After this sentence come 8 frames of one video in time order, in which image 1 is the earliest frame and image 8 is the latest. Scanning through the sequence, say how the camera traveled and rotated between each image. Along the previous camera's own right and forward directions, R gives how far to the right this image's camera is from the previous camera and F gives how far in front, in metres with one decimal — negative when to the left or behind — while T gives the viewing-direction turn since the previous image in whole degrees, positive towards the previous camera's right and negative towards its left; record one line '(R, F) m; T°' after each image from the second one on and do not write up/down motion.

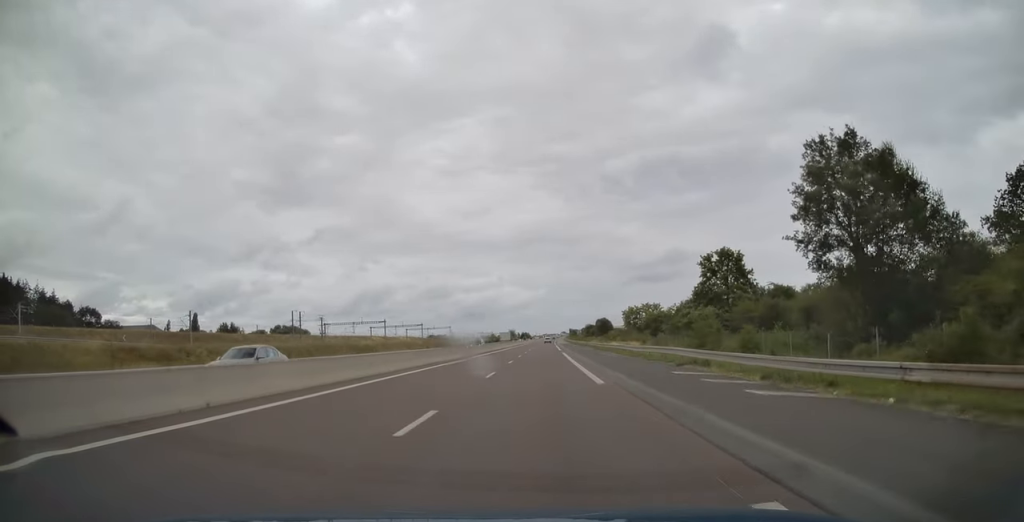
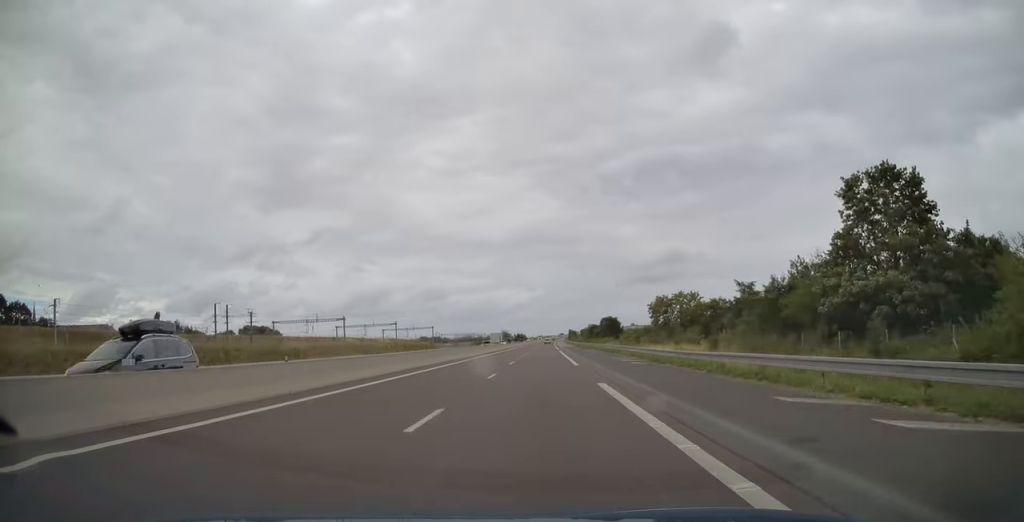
(+0.1, +38.6) m; 0°
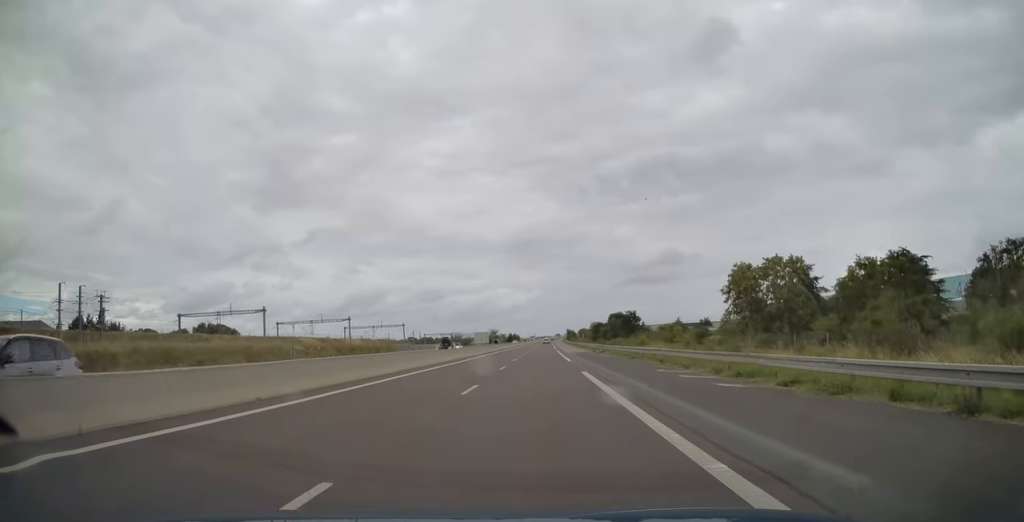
(+0.1, +45.5) m; 0°
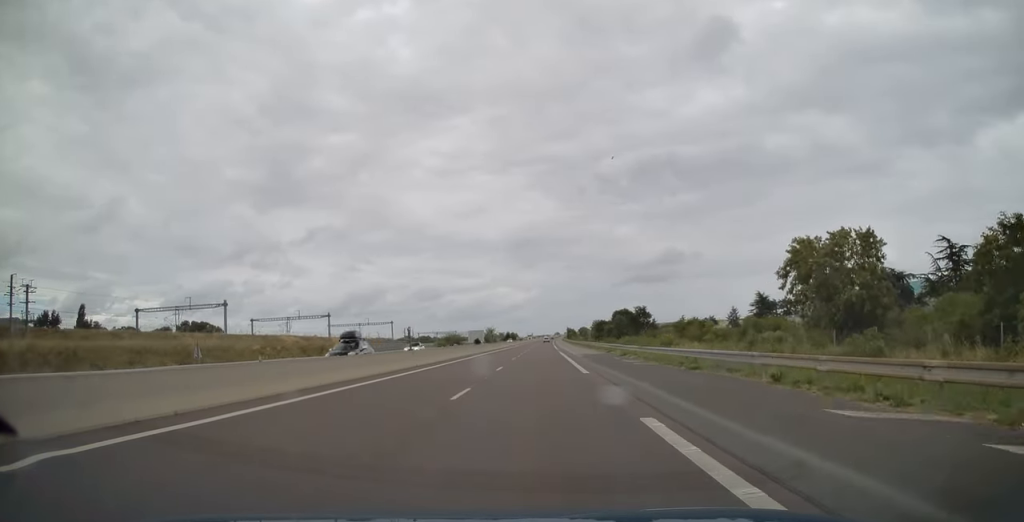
(0.0, +15.0) m; 0°
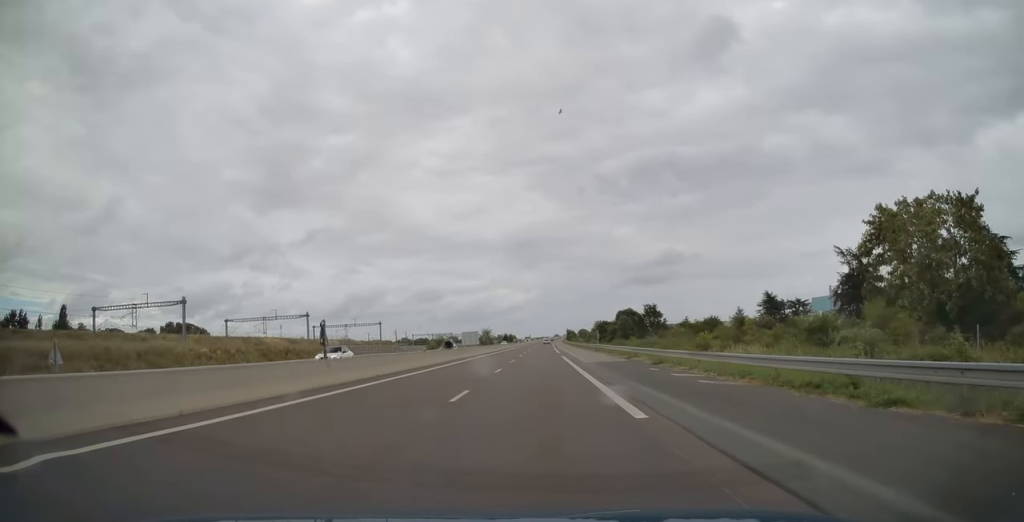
(-0.1, +12.9) m; 0°
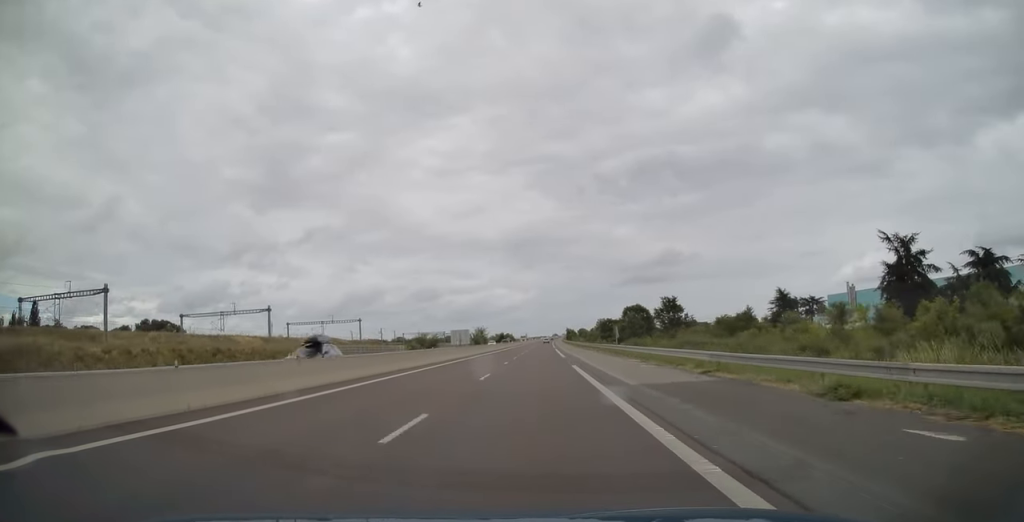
(0.0, +18.8) m; 0°
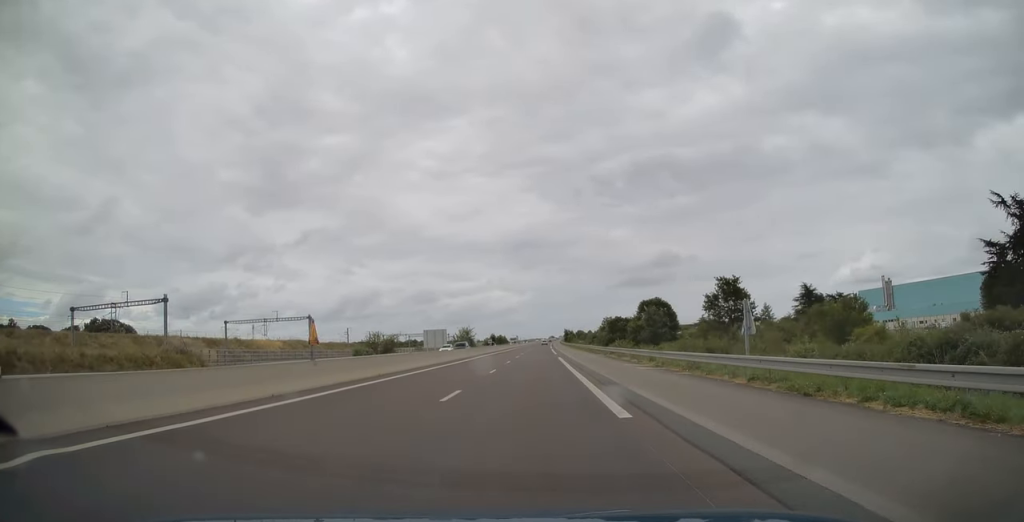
(+0.2, +33.2) m; +1°
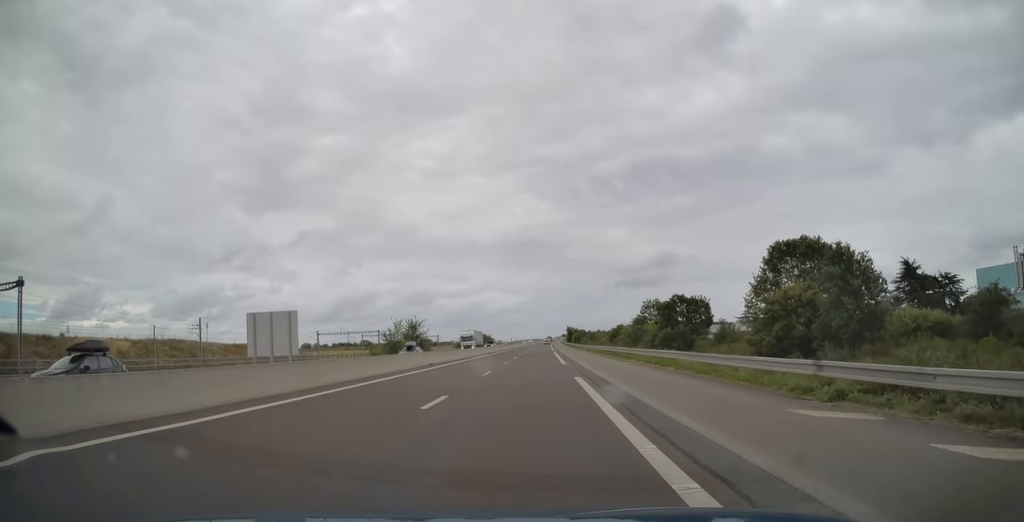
(+0.3, +79.8) m; +1°
